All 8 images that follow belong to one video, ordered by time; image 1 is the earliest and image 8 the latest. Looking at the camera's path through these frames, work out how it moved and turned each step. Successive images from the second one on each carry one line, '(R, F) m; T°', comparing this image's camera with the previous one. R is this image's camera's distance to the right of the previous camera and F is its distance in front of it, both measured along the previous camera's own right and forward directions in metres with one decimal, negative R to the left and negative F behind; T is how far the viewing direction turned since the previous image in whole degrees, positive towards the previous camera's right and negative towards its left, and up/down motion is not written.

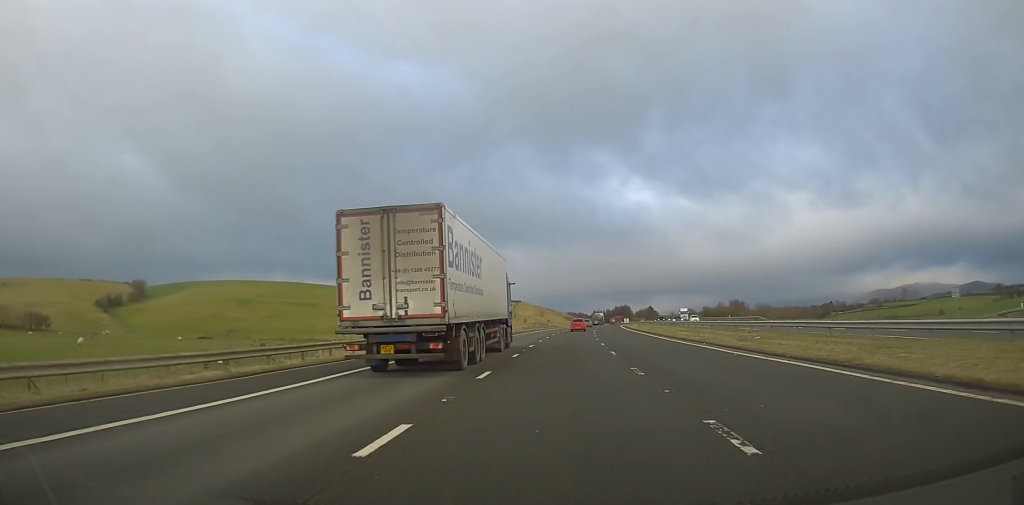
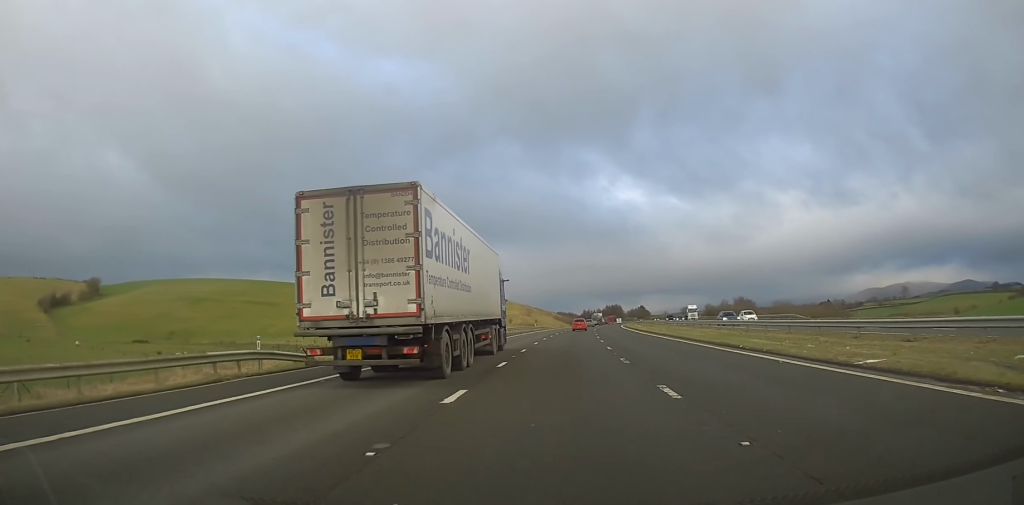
(+0.2, +22.5) m; +1°
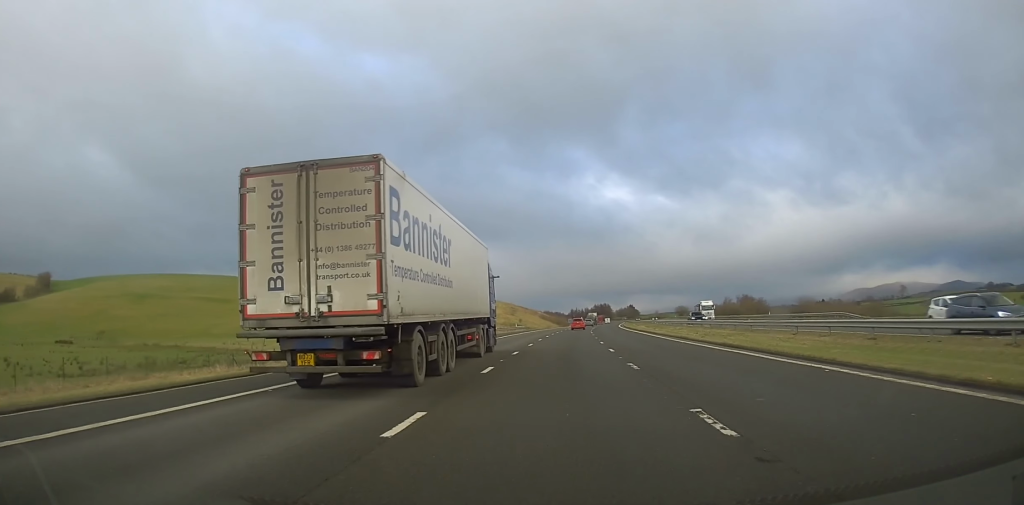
(-0.1, +20.8) m; +1°
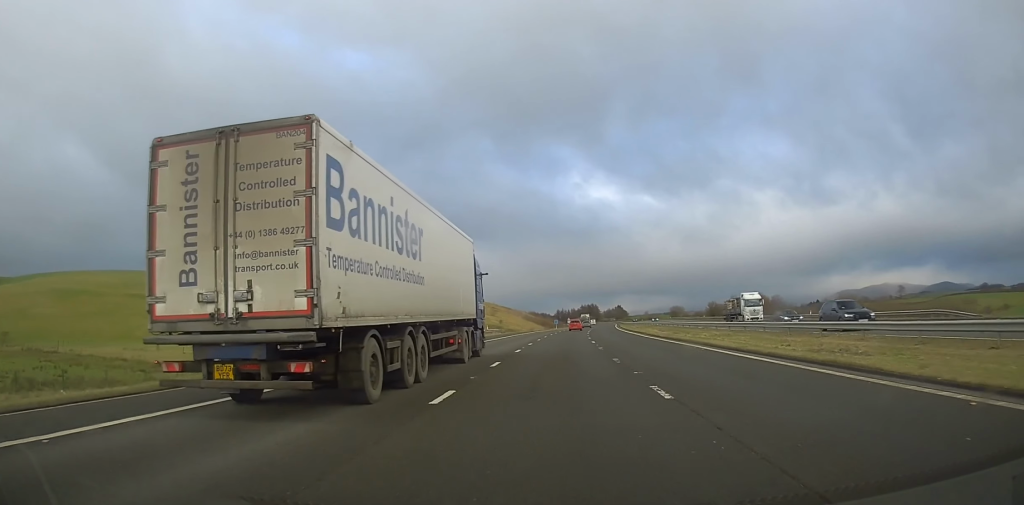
(+0.4, +23.8) m; +1°
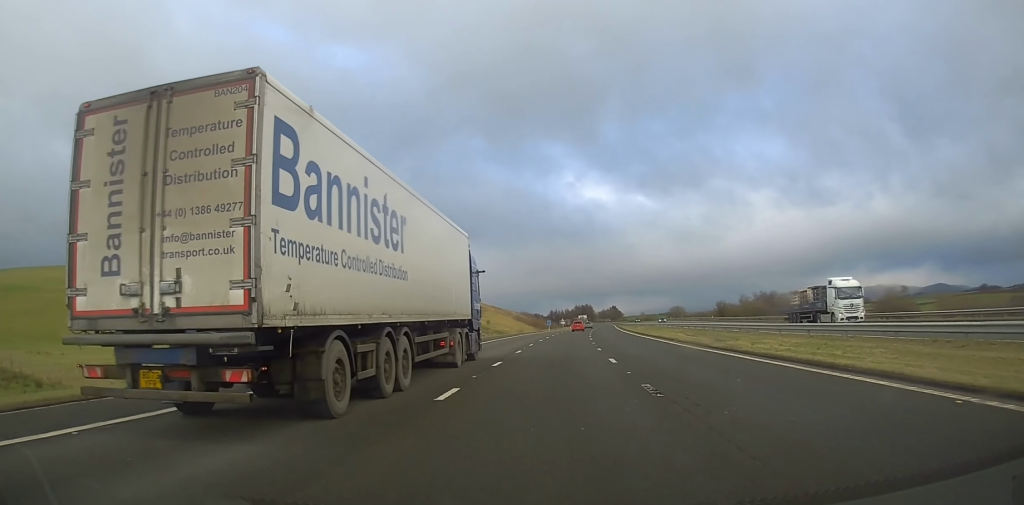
(+0.1, +16.8) m; +1°
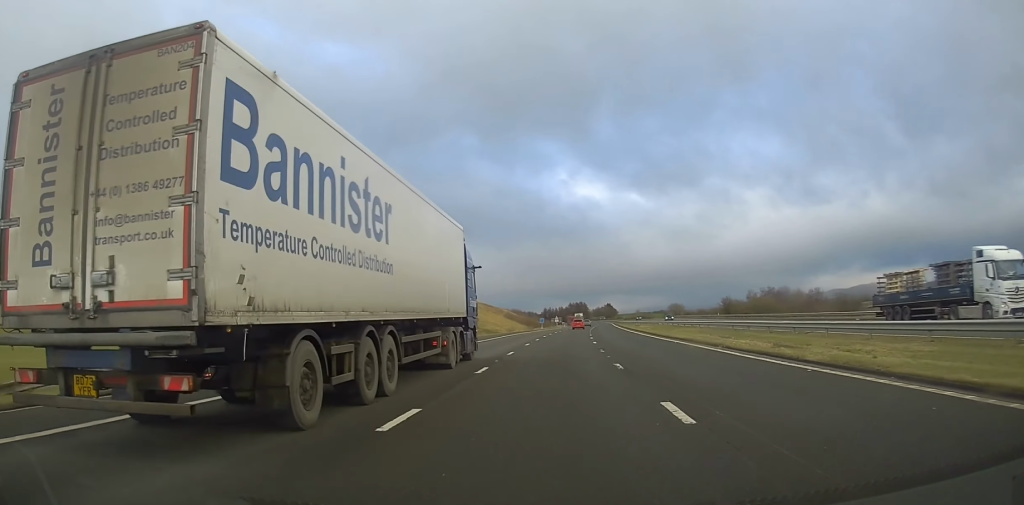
(0.0, +12.5) m; 0°
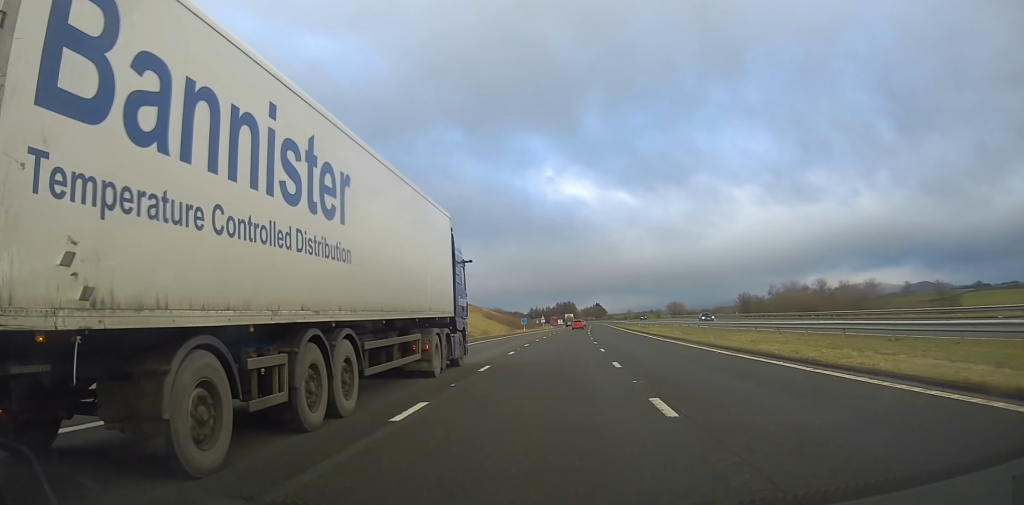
(+0.2, +26.3) m; +1°
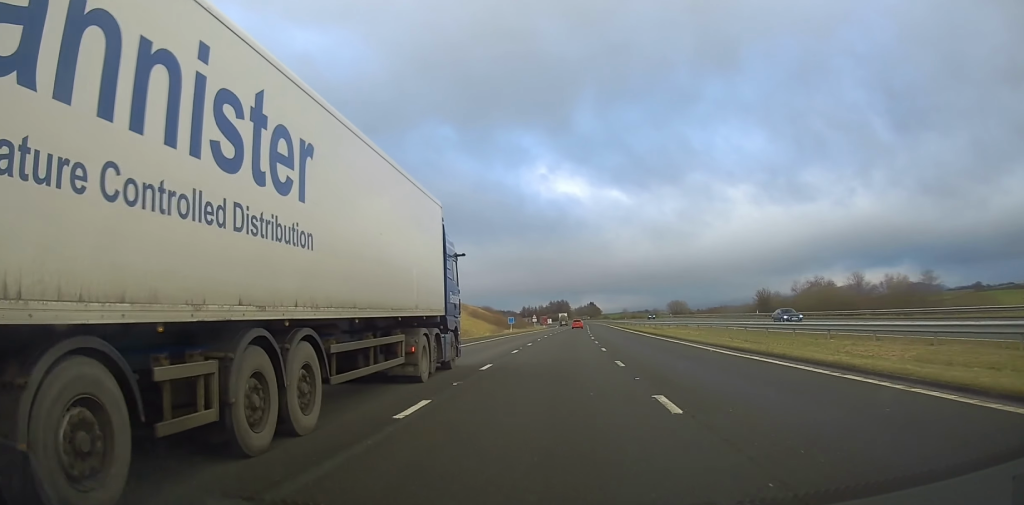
(+0.1, +18.0) m; +1°
